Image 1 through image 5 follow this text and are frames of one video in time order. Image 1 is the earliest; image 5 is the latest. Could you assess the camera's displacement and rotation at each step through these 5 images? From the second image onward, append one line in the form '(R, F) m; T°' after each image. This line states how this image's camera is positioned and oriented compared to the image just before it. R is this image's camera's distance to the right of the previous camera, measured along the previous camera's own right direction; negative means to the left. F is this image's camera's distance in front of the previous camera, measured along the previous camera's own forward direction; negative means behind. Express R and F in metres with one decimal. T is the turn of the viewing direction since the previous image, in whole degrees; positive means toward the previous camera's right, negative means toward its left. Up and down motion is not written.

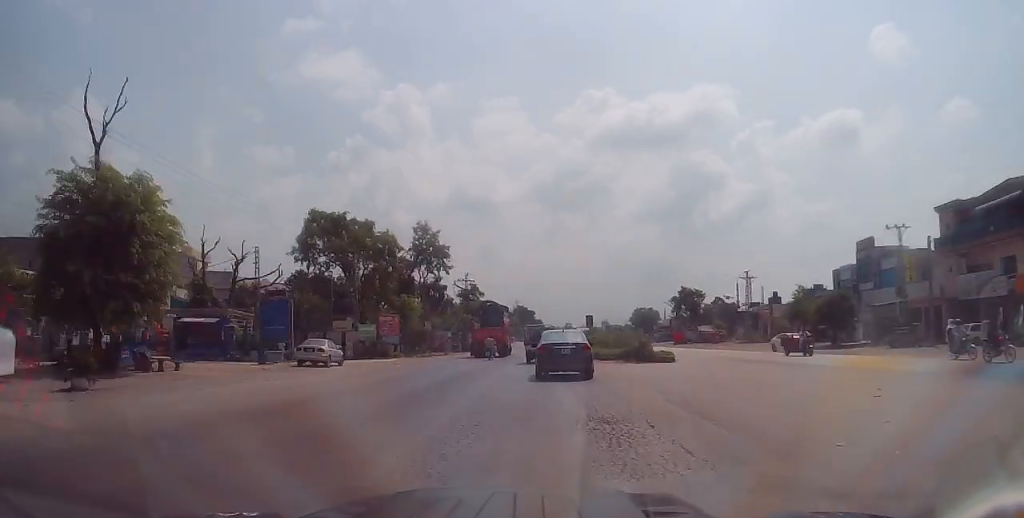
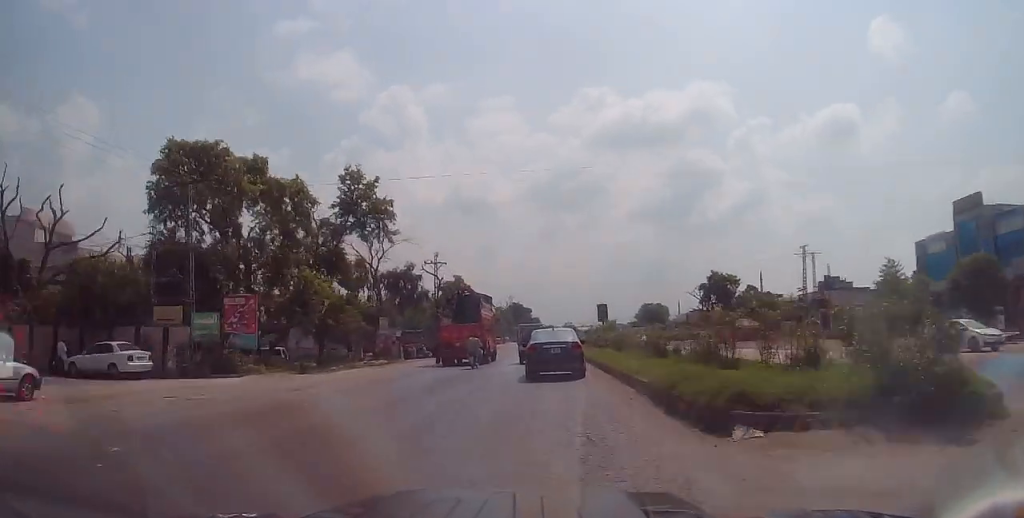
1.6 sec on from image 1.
(-0.4, +23.0) m; 0°
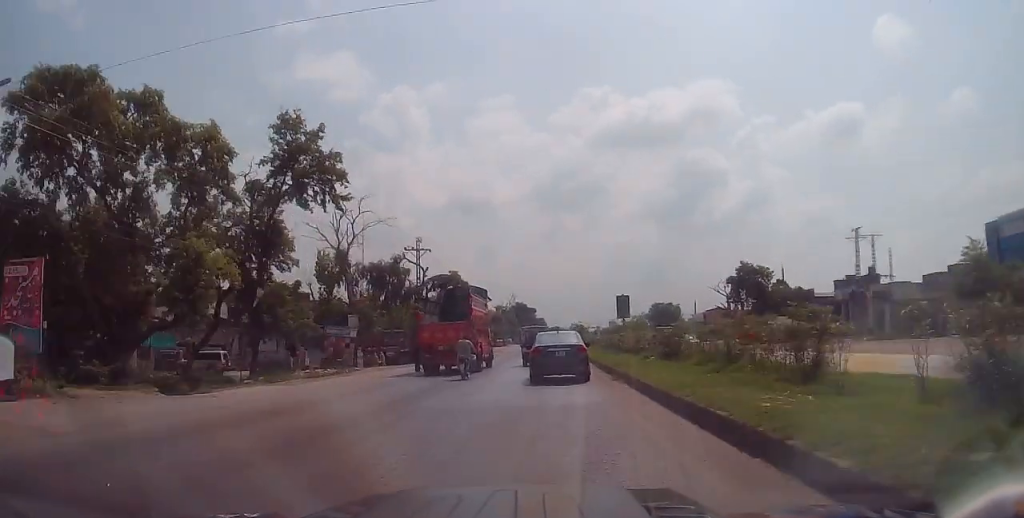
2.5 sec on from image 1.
(+0.3, +12.2) m; 0°
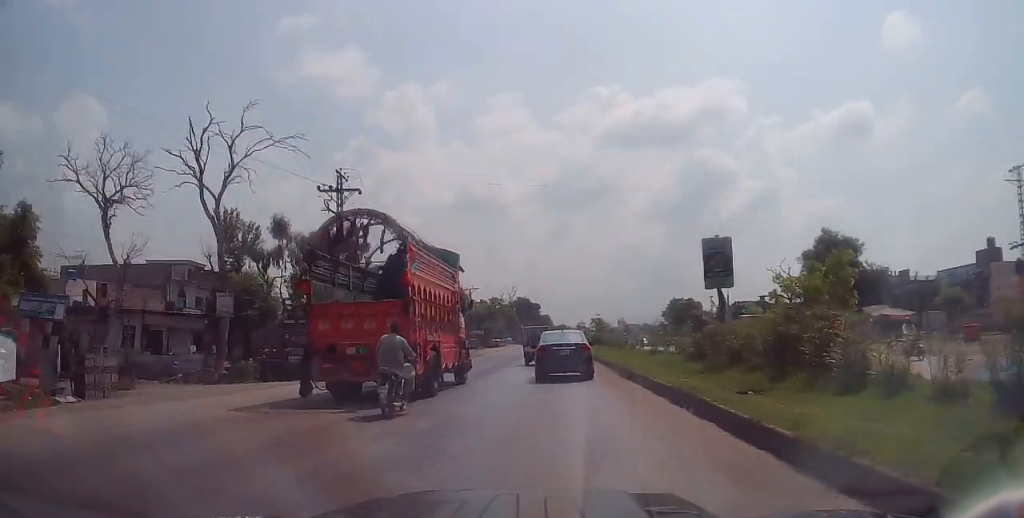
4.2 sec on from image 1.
(+0.1, +23.4) m; 0°
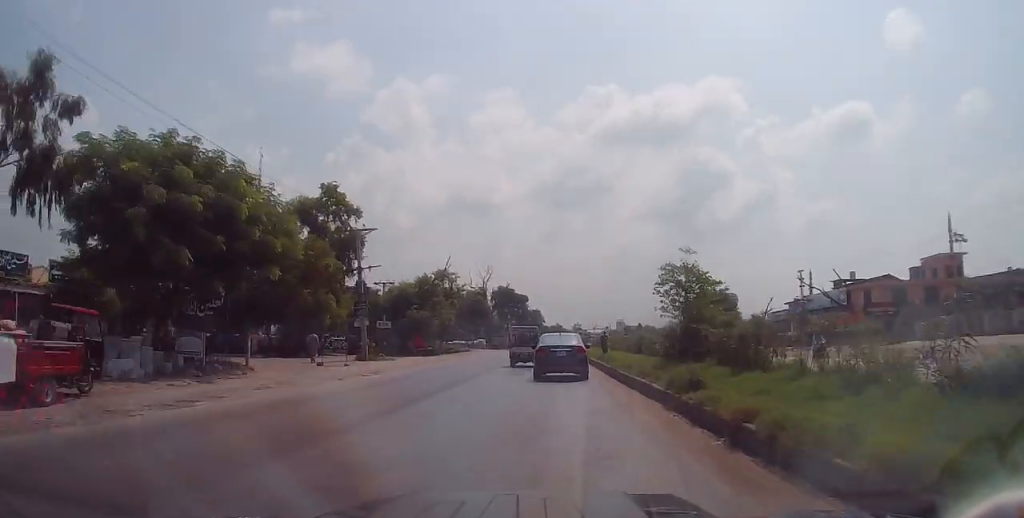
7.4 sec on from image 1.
(-0.6, +45.2) m; -2°
